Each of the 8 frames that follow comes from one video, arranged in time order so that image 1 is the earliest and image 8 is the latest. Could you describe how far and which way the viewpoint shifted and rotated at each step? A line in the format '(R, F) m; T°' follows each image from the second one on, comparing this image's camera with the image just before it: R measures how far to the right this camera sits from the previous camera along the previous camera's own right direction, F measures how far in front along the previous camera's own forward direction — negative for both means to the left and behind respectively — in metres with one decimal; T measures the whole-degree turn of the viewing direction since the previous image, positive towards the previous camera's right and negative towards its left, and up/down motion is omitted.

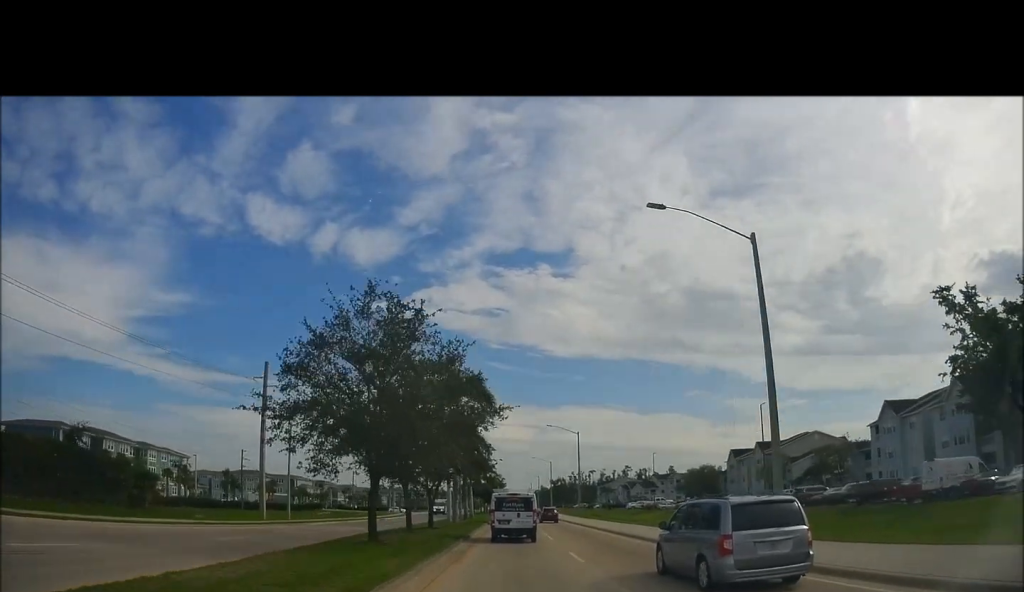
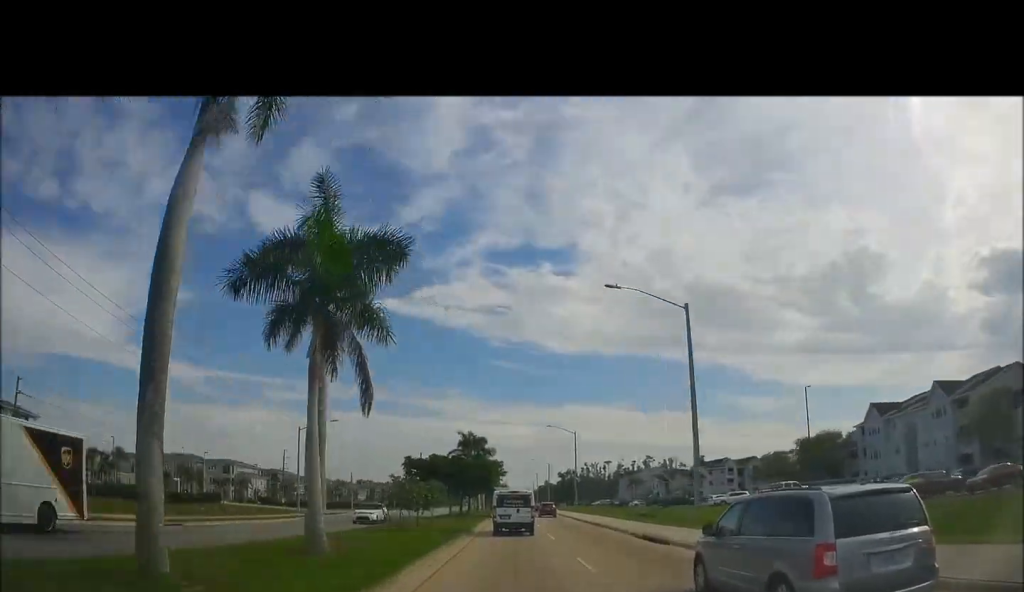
(0.0, +50.2) m; 0°
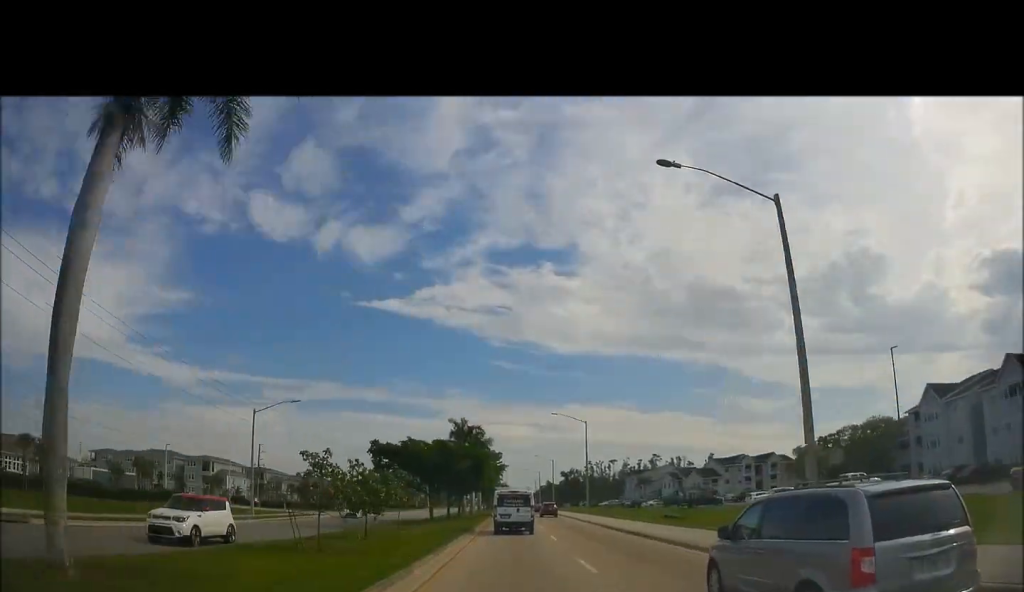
(0.0, +11.9) m; 0°
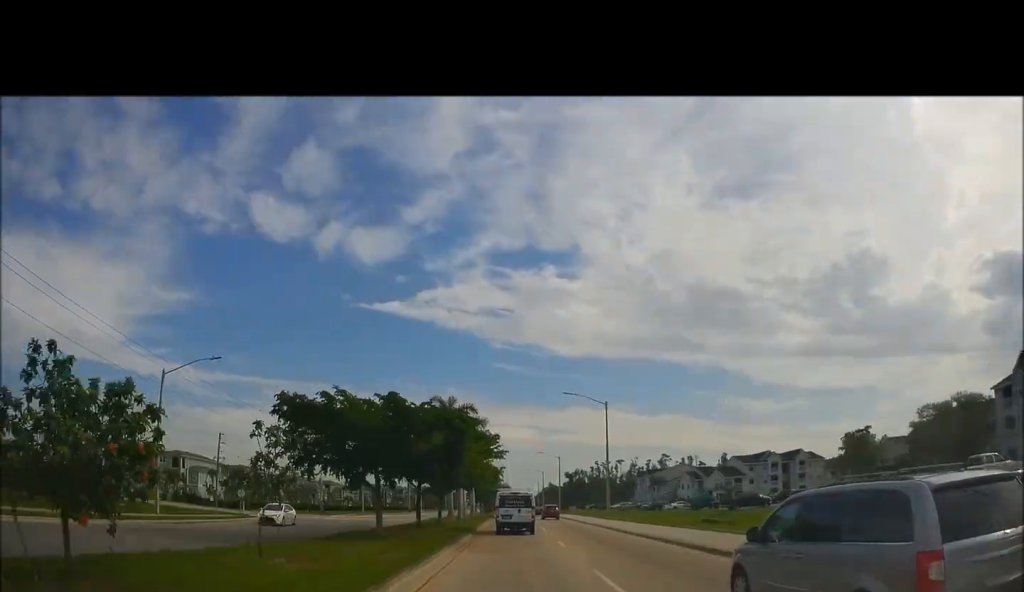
(0.0, +15.2) m; 0°
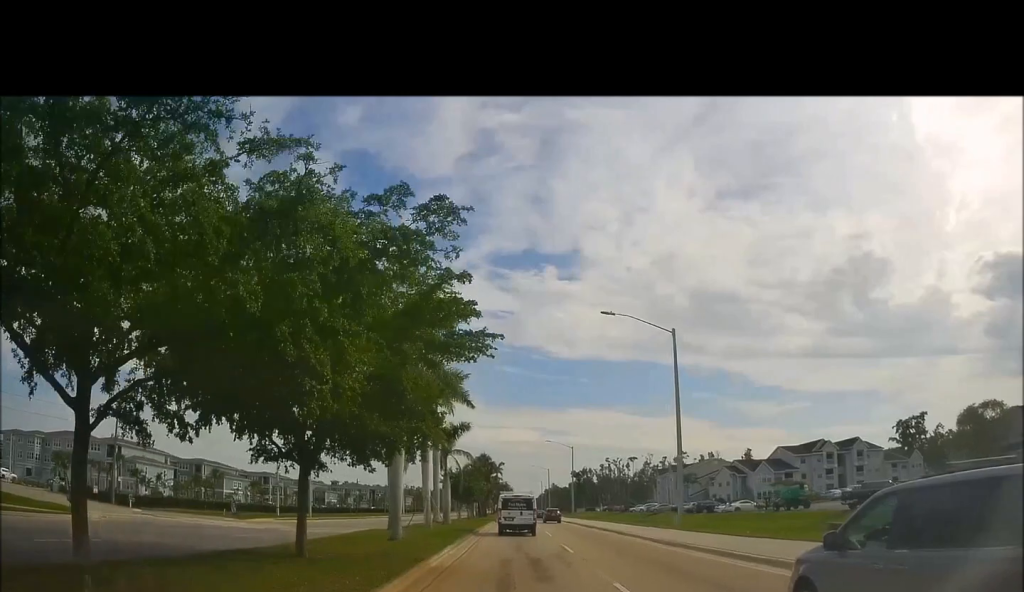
(0.0, +25.4) m; -1°
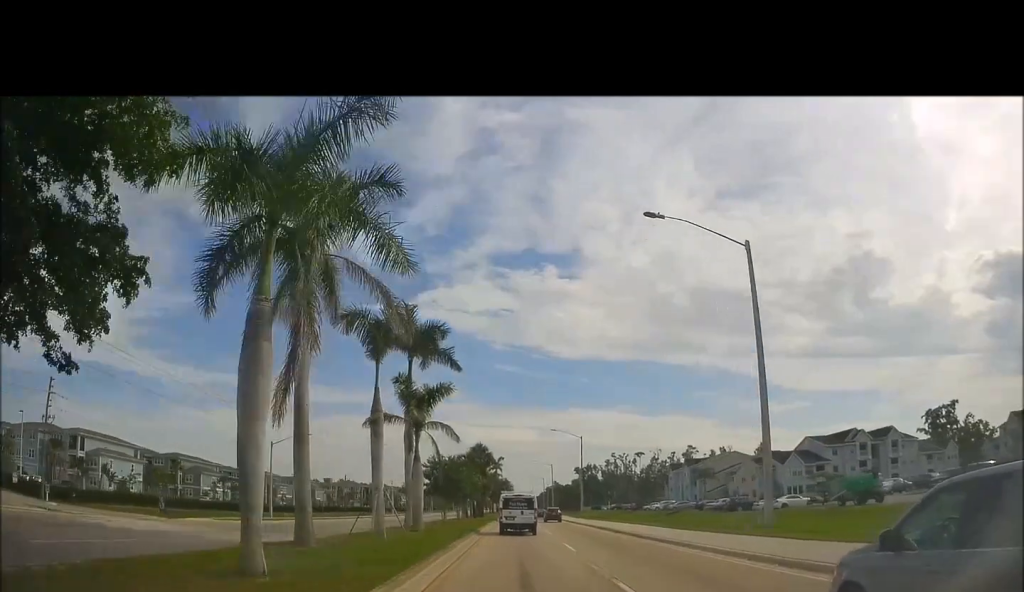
(0.0, +12.0) m; -1°
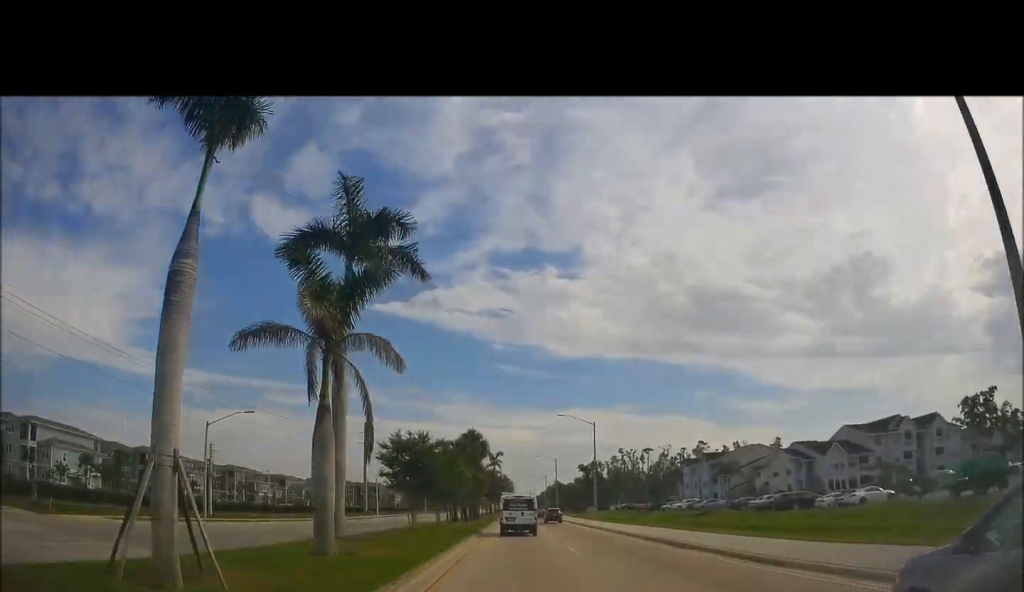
(-0.3, +13.6) m; 0°
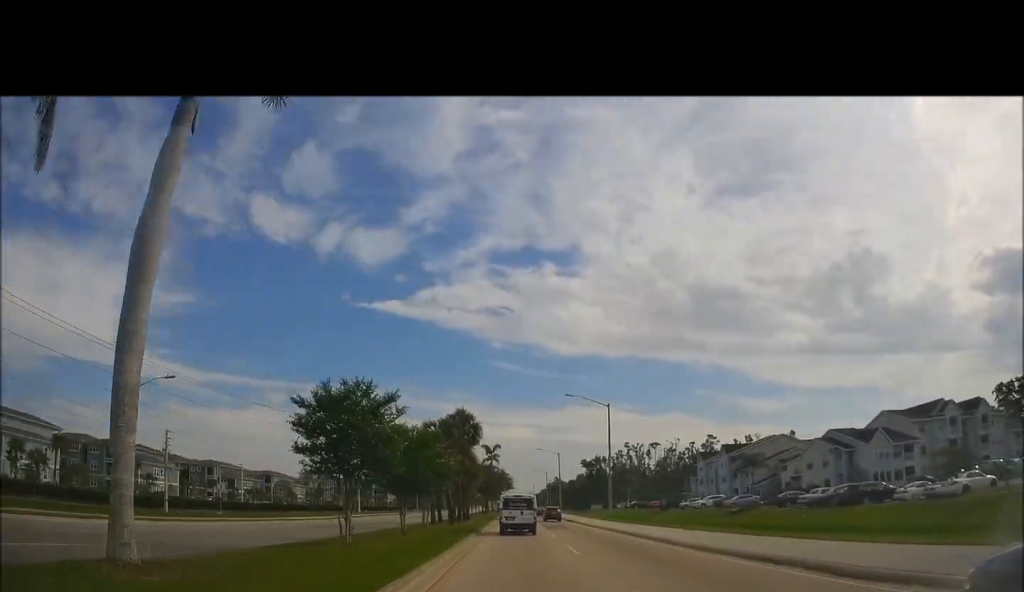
(+0.1, +11.7) m; 0°
